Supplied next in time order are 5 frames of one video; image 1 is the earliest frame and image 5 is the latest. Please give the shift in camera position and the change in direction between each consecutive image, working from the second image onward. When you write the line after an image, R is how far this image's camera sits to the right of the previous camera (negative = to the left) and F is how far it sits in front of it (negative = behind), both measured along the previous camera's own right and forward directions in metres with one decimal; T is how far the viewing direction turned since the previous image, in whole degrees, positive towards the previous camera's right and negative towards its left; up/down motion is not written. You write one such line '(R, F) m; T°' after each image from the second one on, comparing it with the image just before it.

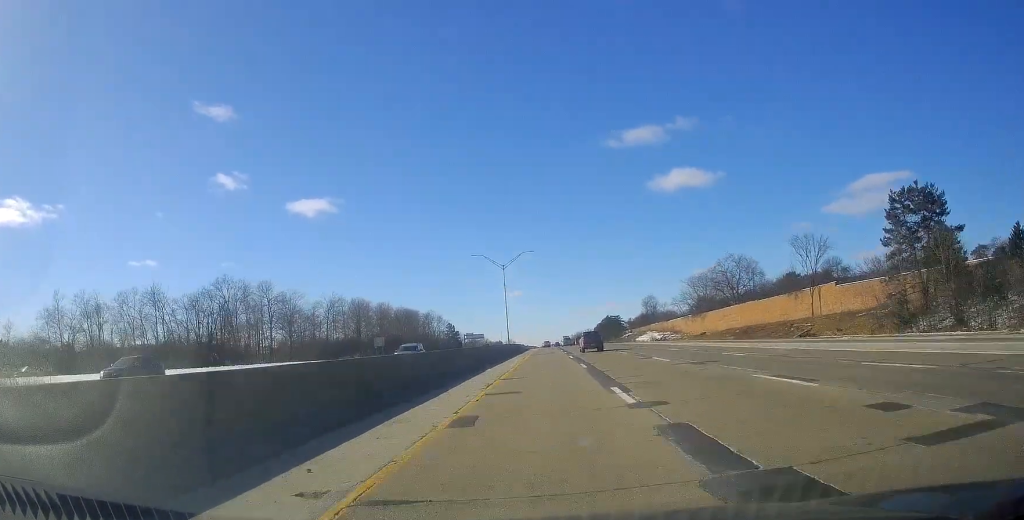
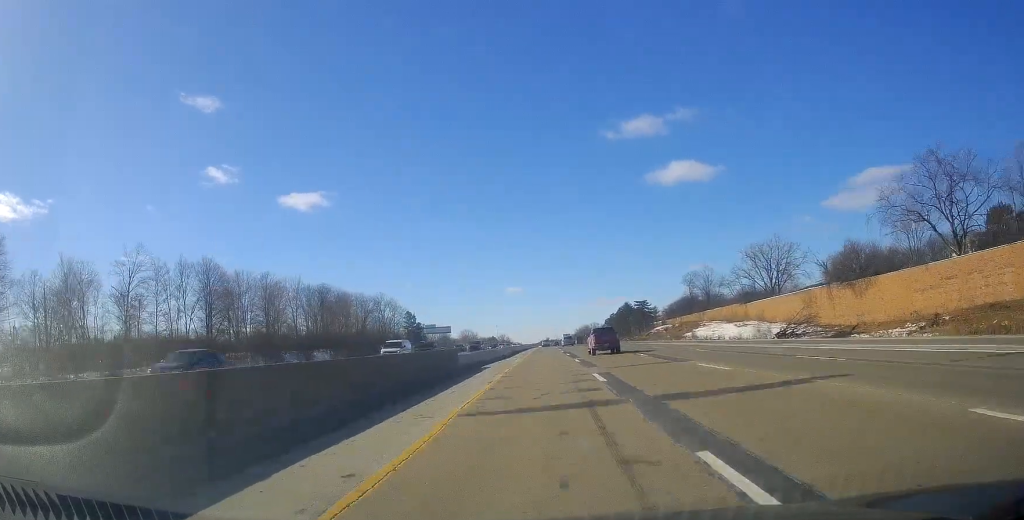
(-0.1, +88.3) m; 0°
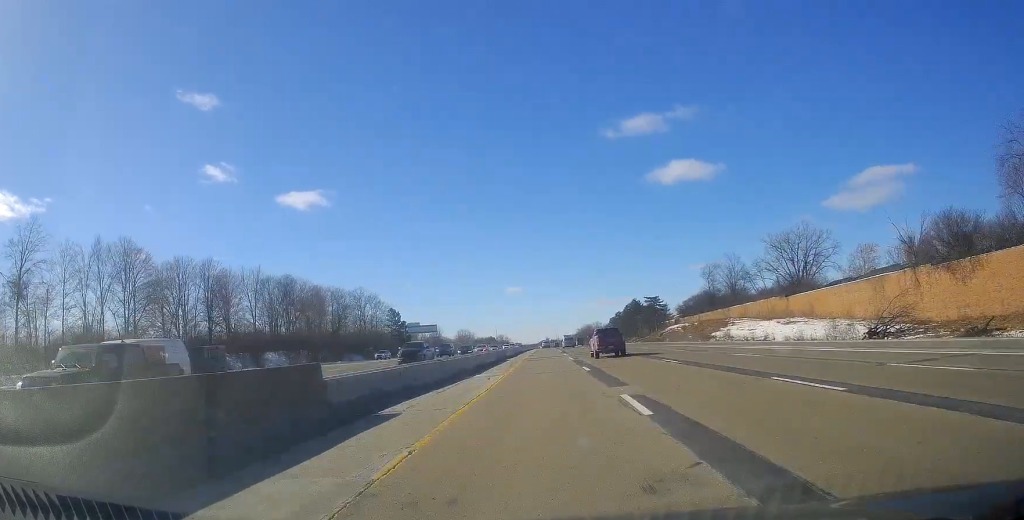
(0.0, +23.2) m; 0°
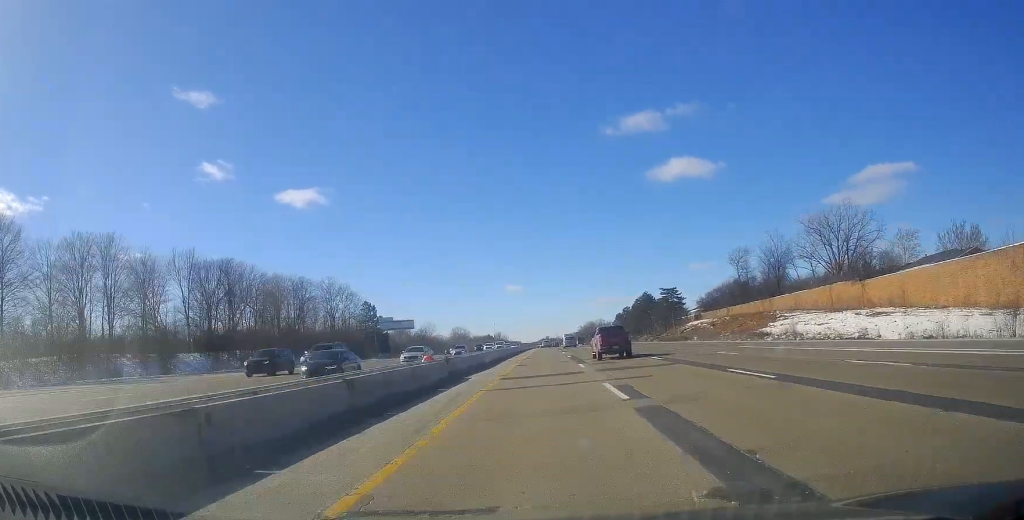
(0.0, +27.3) m; 0°
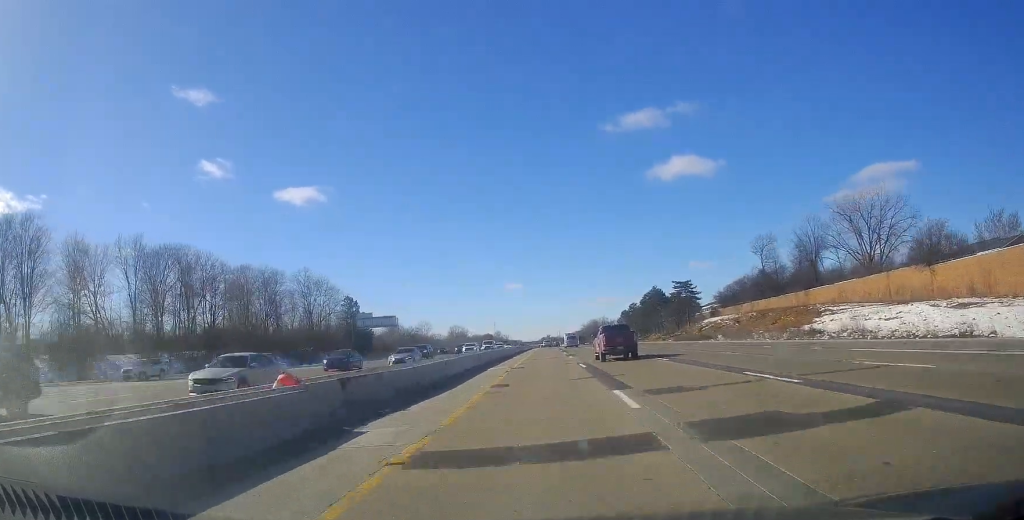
(0.0, +16.4) m; 0°
